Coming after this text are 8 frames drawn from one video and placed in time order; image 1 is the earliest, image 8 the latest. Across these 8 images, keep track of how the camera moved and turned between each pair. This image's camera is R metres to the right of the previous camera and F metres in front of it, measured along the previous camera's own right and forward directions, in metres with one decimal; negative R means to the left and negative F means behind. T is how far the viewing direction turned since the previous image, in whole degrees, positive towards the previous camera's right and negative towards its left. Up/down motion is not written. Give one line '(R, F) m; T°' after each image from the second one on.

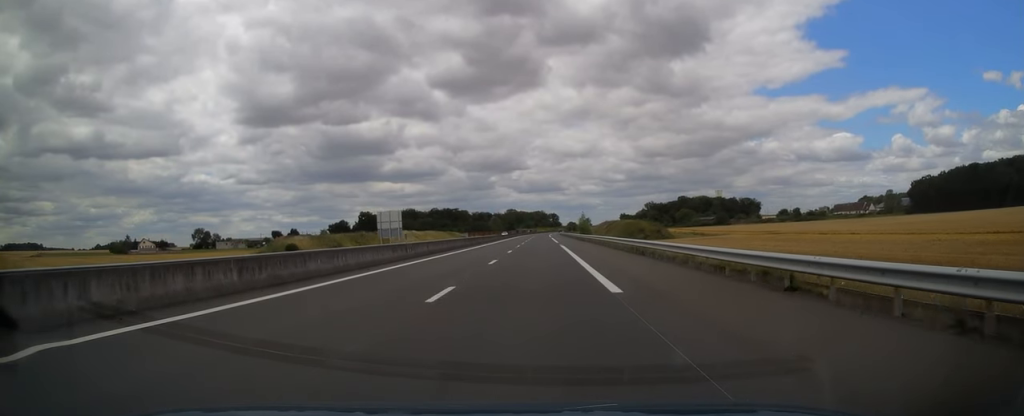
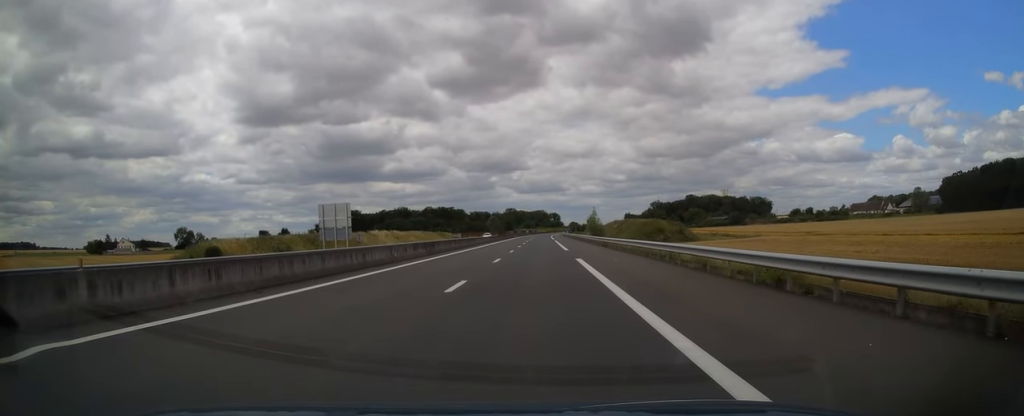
(0.0, +23.9) m; +1°
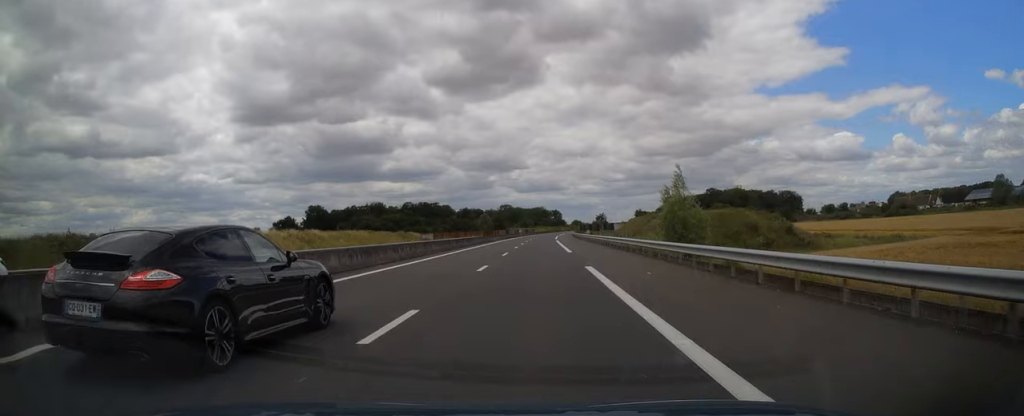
(+0.2, +58.0) m; -1°
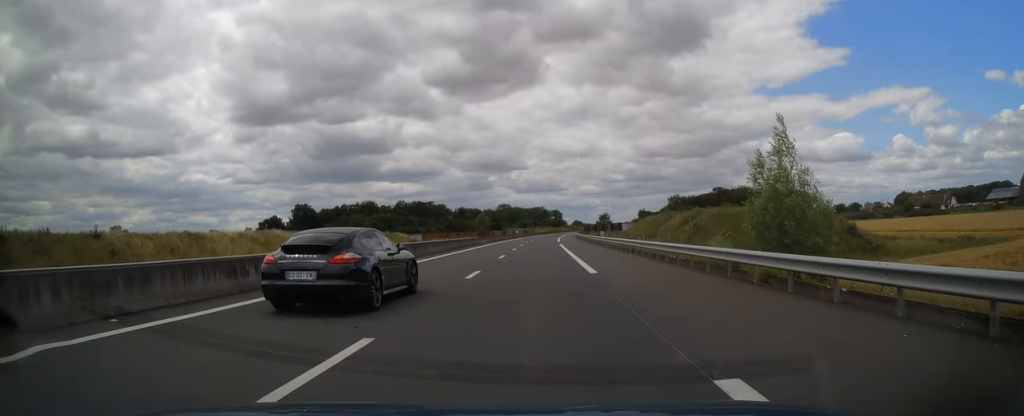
(0.0, +15.6) m; 0°
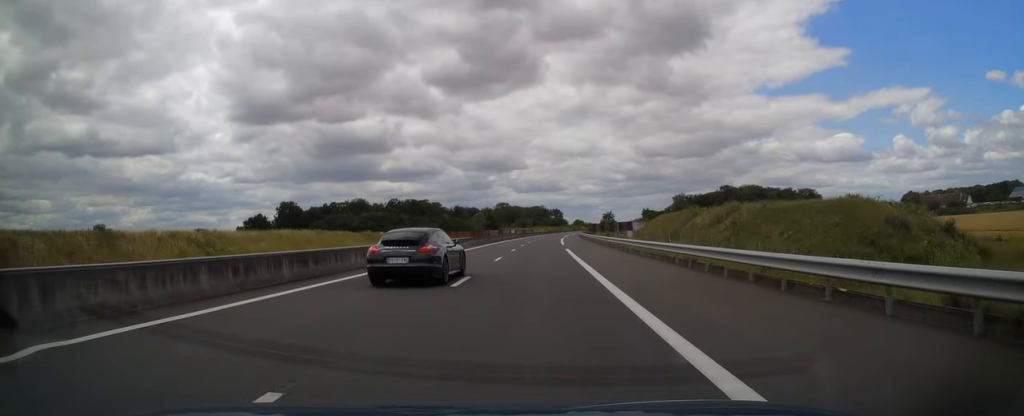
(0.0, +15.6) m; 0°
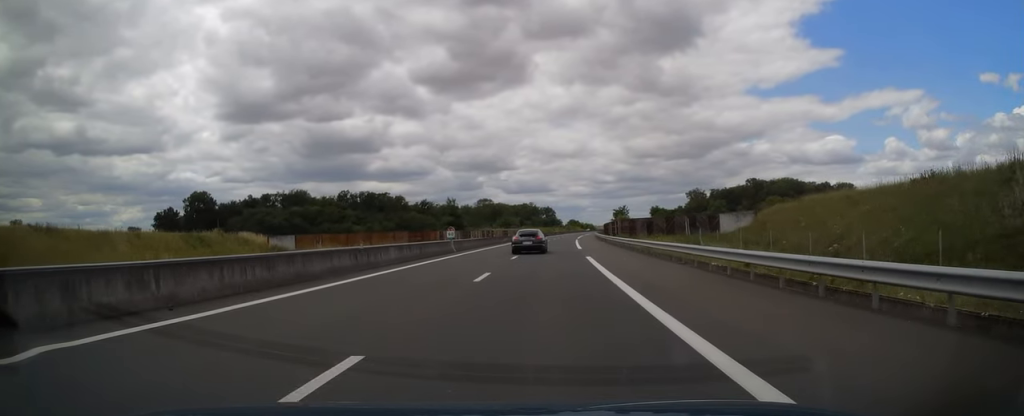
(+1.0, +62.9) m; +1°
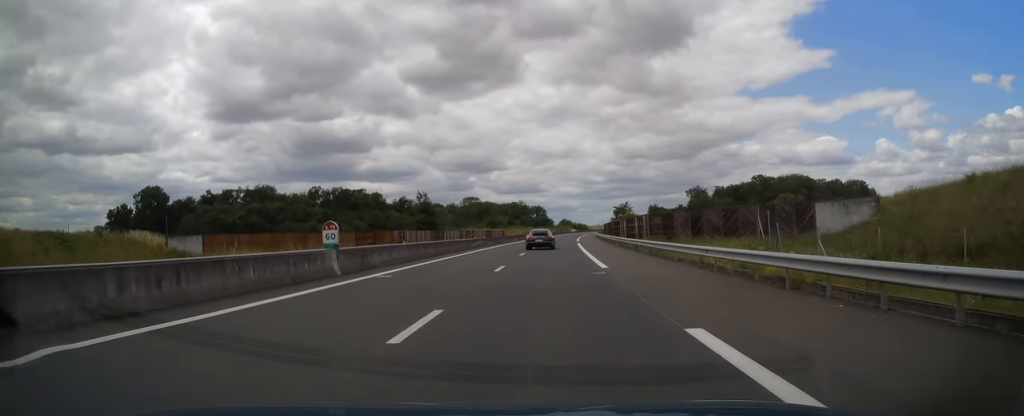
(-0.3, +21.9) m; +1°
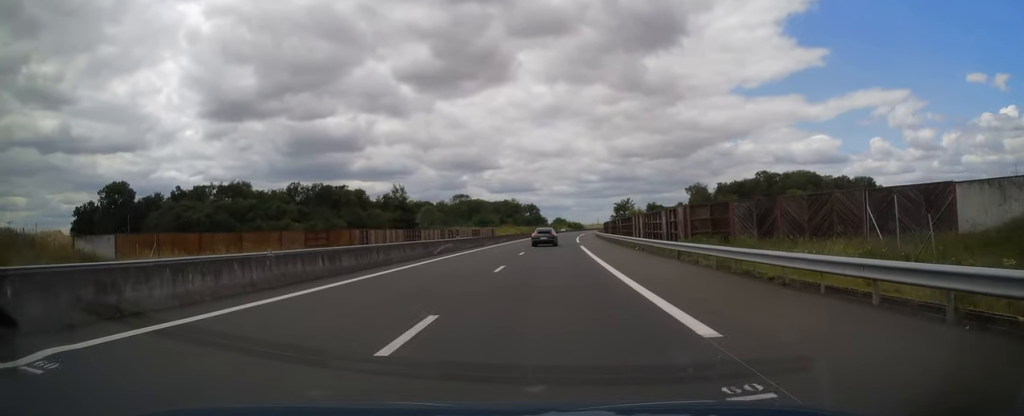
(+0.1, +13.7) m; +1°
